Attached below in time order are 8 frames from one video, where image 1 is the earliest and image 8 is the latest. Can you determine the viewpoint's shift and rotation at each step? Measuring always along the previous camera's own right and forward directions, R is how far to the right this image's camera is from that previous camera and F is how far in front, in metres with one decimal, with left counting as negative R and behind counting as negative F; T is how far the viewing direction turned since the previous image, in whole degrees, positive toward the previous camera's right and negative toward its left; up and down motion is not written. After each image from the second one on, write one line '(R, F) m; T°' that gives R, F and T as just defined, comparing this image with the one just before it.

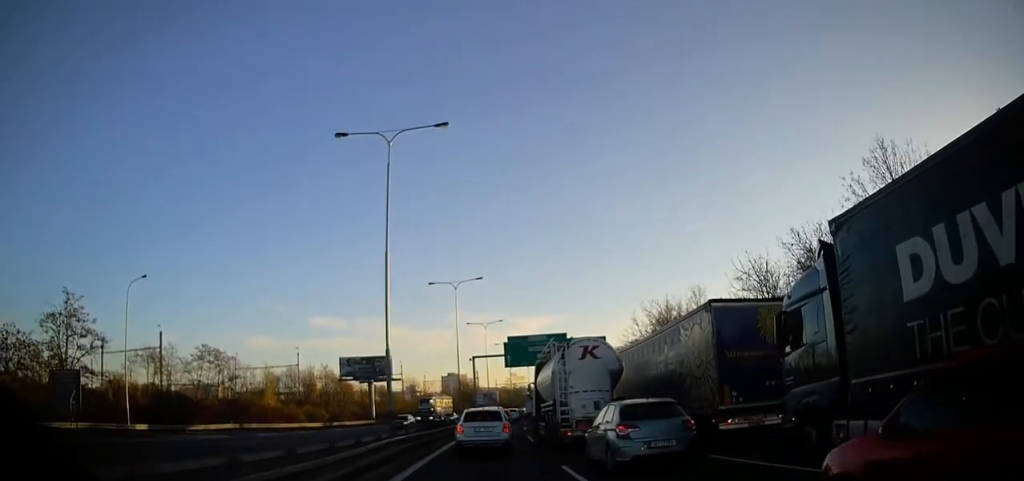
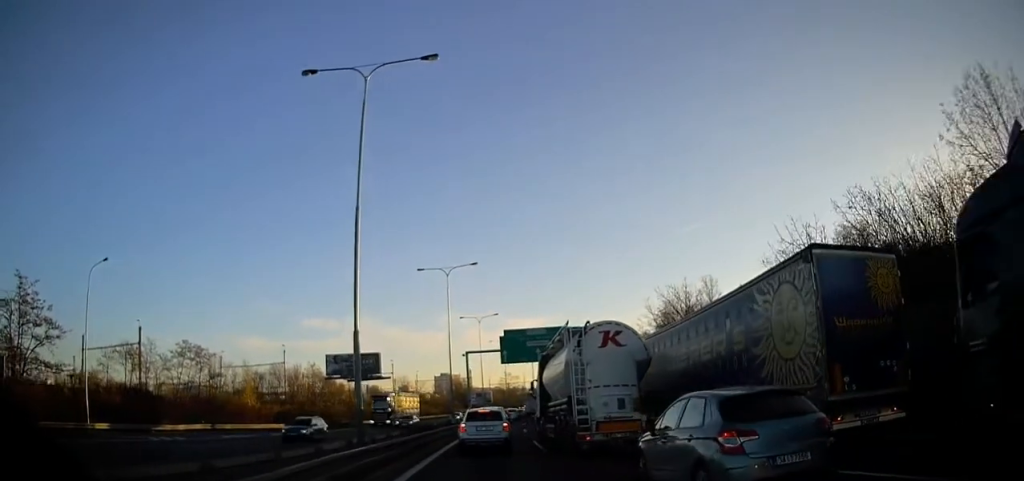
(-0.1, +5.0) m; 0°
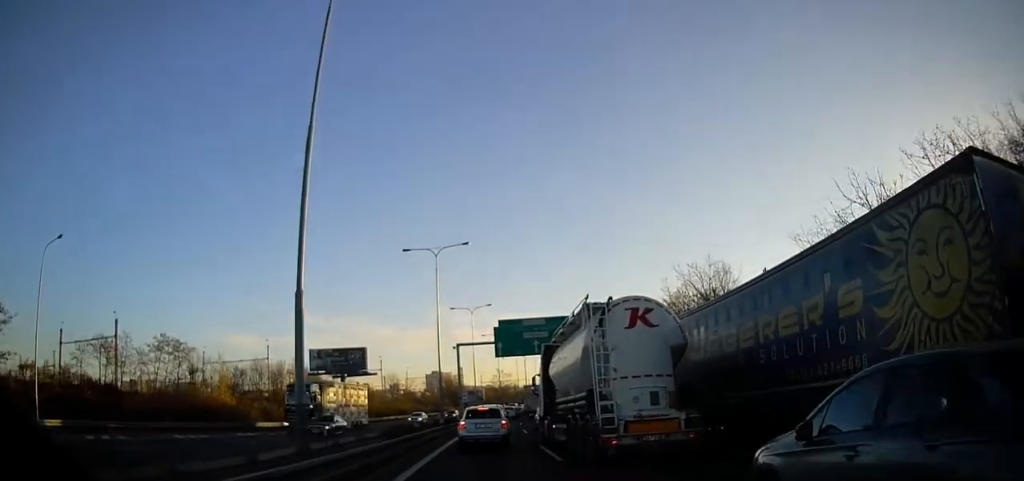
(+0.1, +5.0) m; +3°
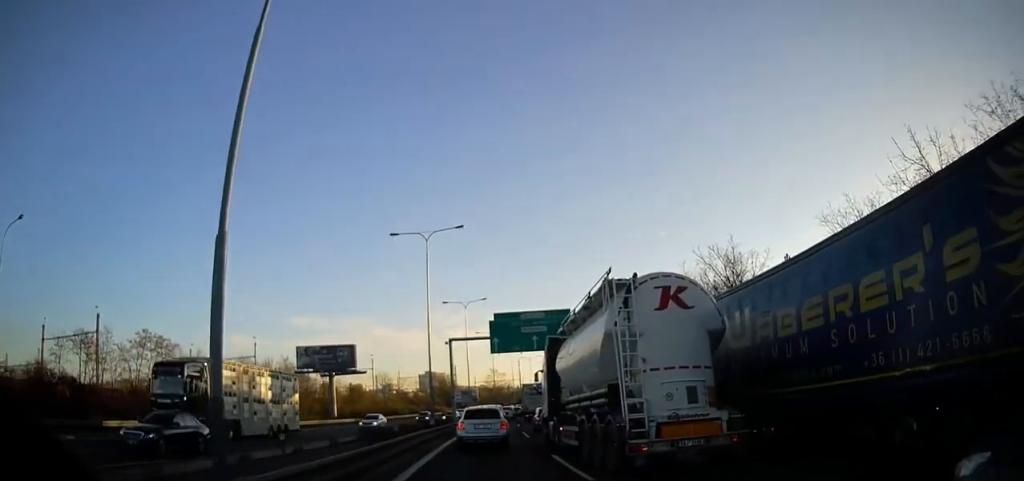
(+0.1, +3.8) m; +2°
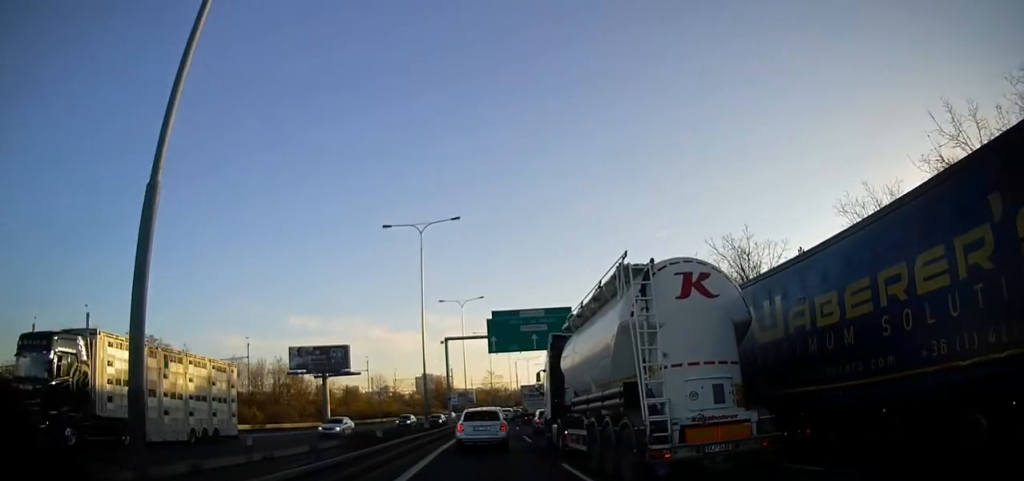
(0.0, +2.1) m; +1°
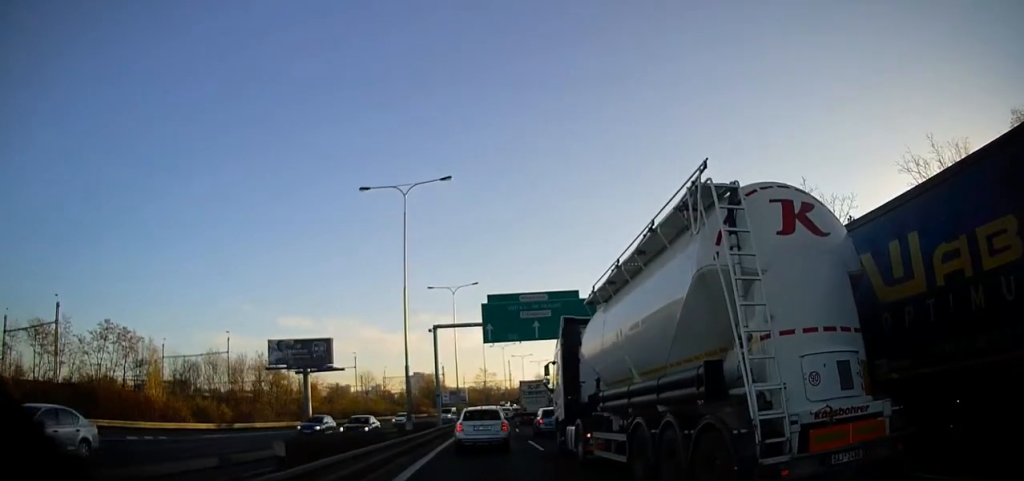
(+0.1, +5.9) m; +1°
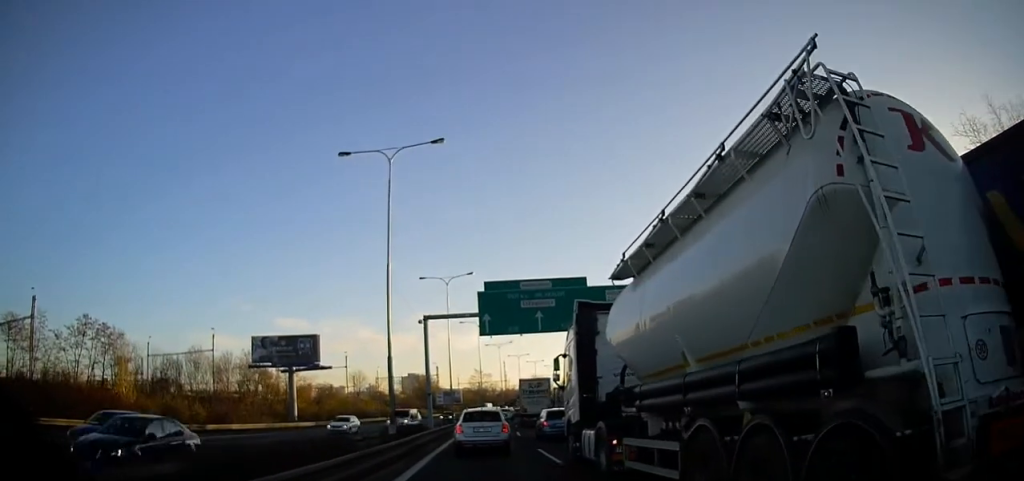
(0.0, +4.6) m; 0°
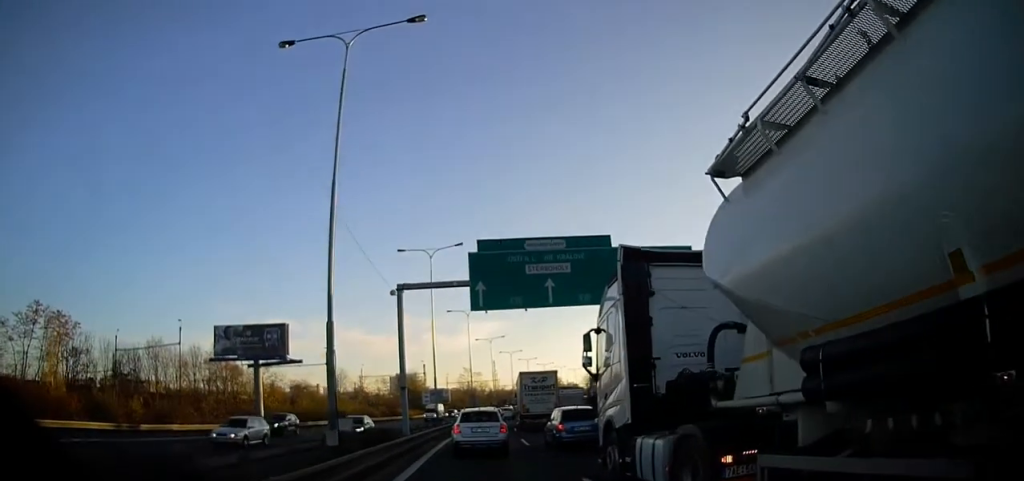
(0.0, +10.4) m; 0°
